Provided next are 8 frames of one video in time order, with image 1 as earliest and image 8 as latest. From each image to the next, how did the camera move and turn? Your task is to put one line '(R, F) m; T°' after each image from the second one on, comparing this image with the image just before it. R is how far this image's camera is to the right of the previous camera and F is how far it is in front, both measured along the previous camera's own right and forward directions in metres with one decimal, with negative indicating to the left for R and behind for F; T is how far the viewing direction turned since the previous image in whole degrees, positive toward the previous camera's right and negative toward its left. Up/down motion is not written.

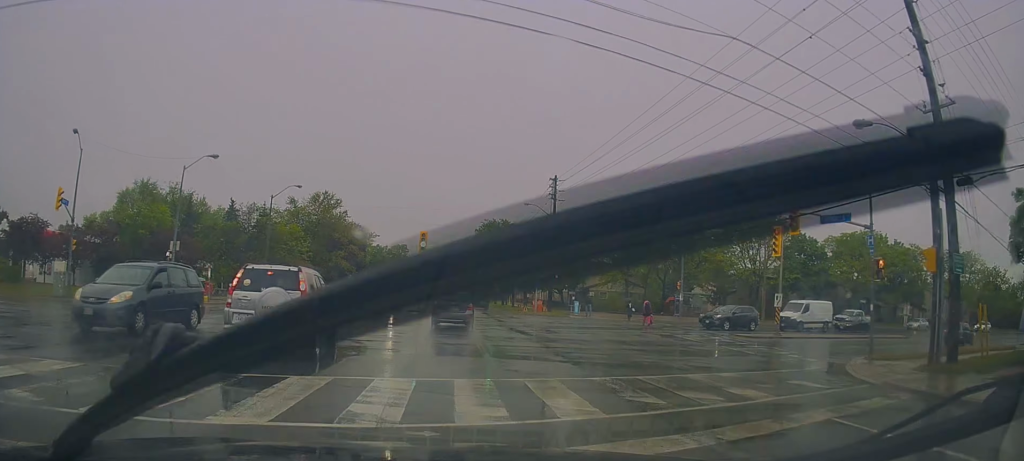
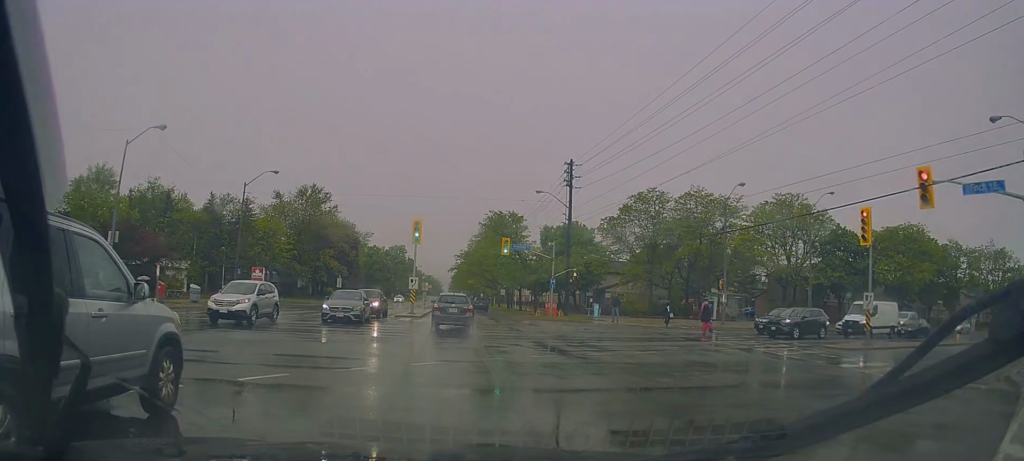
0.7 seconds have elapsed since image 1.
(-0.2, +8.1) m; 0°
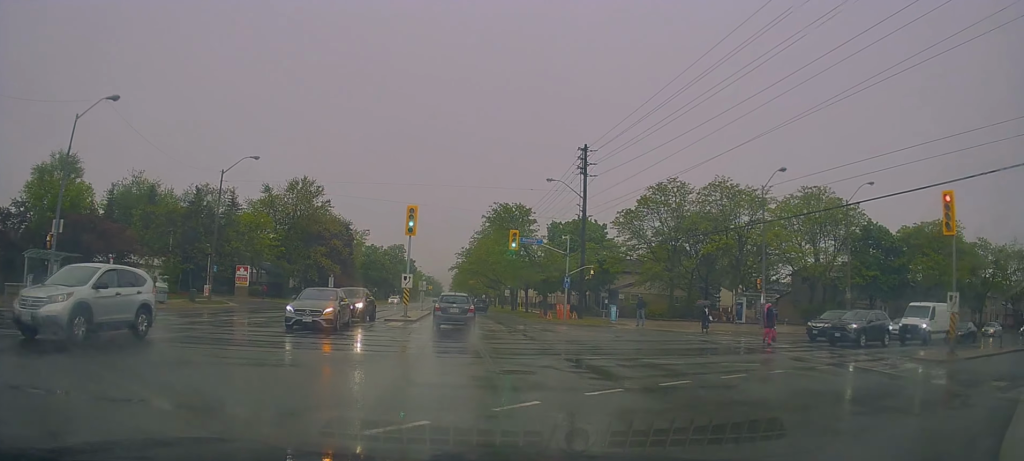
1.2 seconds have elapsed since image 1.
(+0.2, +5.8) m; 0°
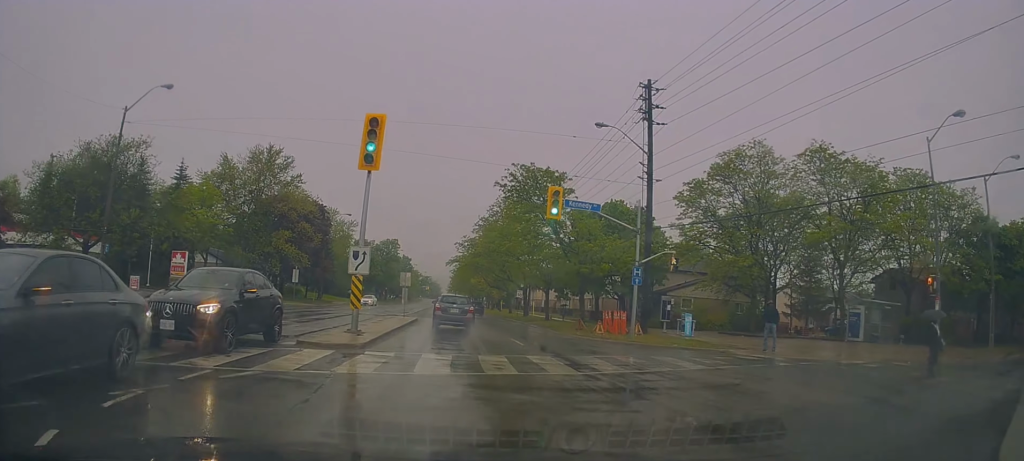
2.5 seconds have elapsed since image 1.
(-0.1, +16.0) m; 0°
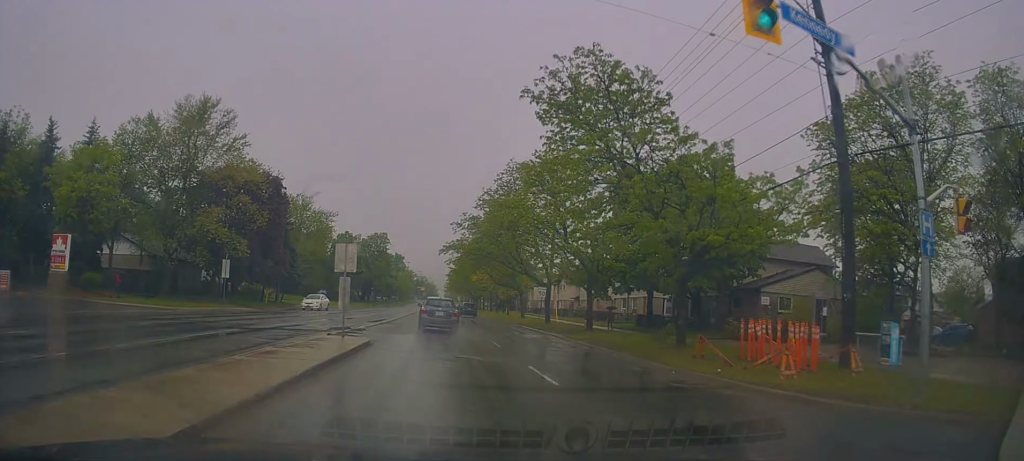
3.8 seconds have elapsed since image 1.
(+0.2, +16.8) m; 0°
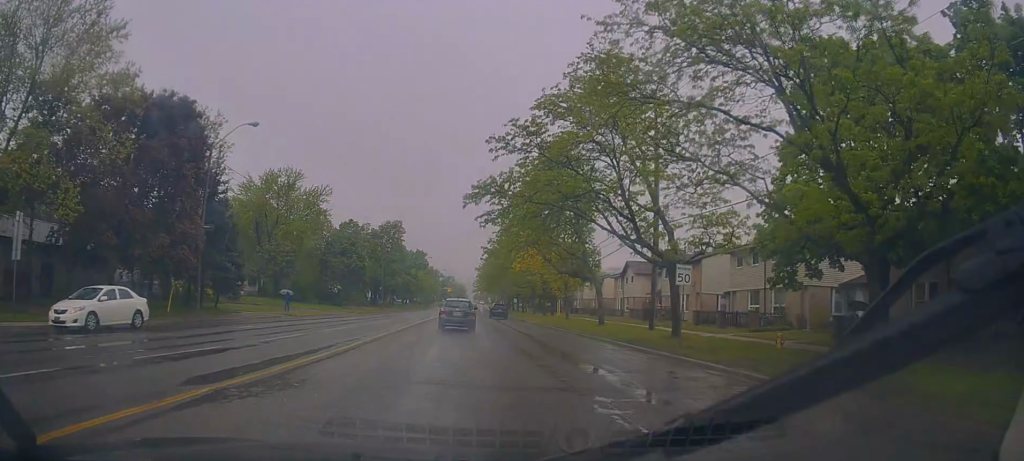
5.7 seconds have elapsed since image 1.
(-0.5, +23.3) m; -1°
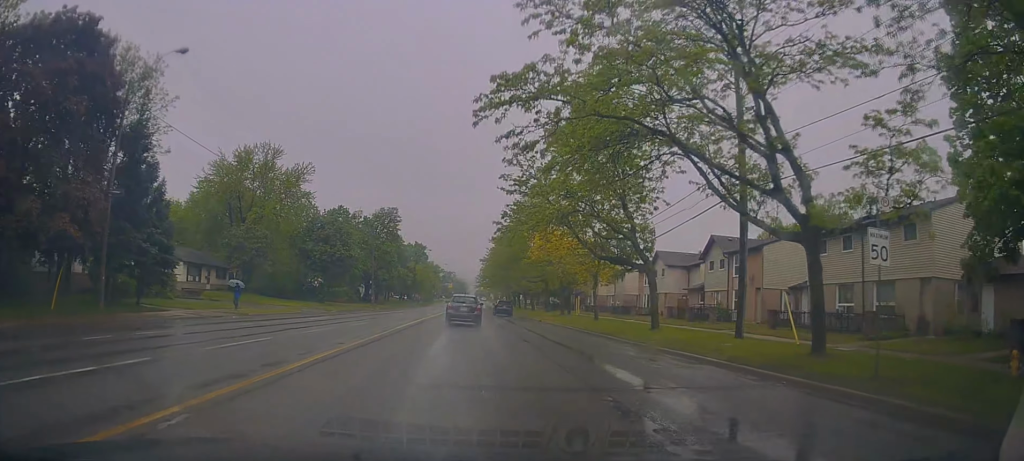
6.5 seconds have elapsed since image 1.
(+0.1, +10.6) m; 0°
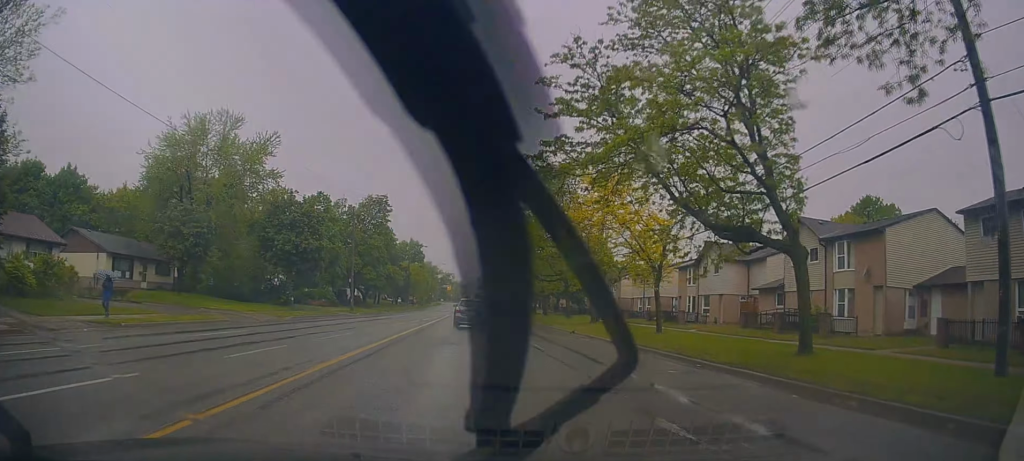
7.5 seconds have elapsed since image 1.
(0.0, +13.1) m; 0°
